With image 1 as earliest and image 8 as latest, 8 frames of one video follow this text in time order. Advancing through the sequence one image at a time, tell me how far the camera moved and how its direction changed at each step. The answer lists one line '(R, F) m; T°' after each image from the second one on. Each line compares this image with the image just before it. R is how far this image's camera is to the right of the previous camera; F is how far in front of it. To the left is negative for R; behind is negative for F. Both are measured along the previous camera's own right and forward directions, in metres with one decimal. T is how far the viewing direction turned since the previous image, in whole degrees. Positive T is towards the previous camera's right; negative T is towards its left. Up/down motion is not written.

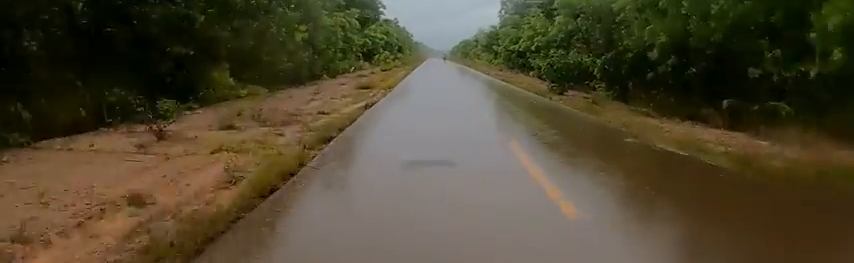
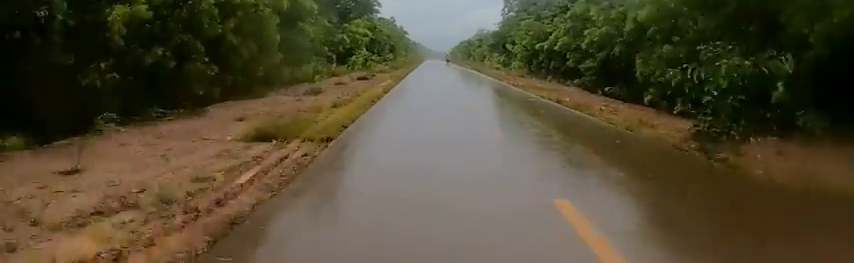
(+0.8, +11.0) m; +3°
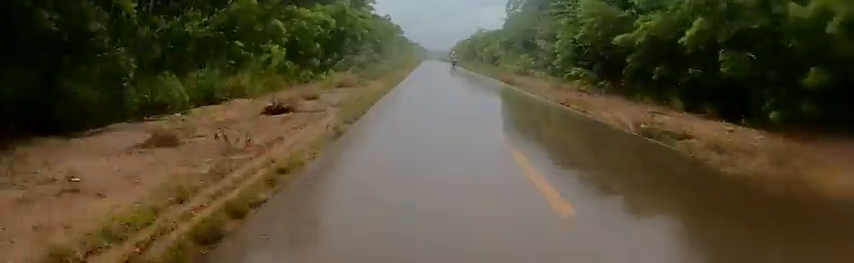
(+0.5, +13.2) m; -3°
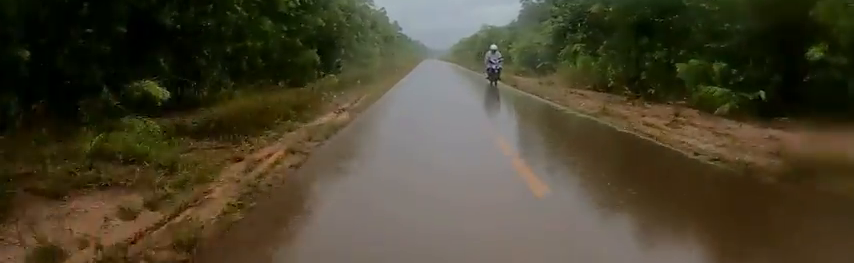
(-1.9, +24.0) m; -3°
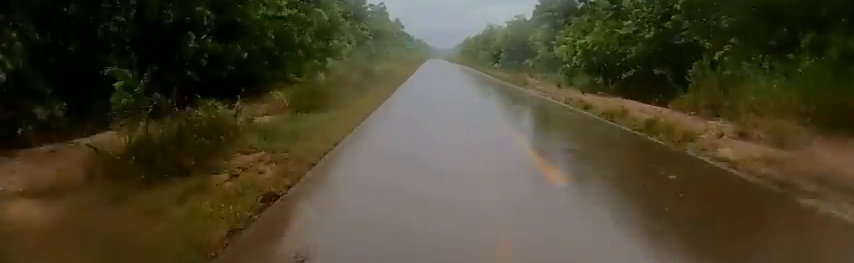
(0.0, +15.5) m; 0°
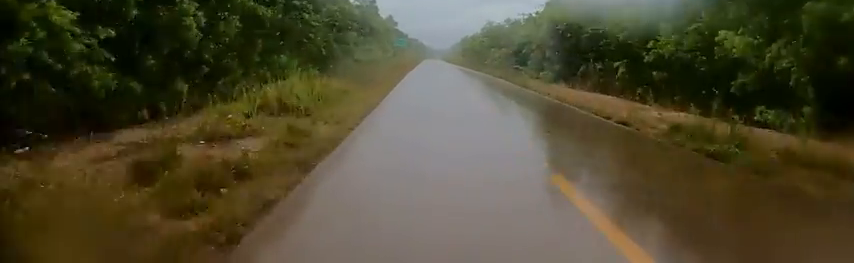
(0.0, +18.4) m; 0°
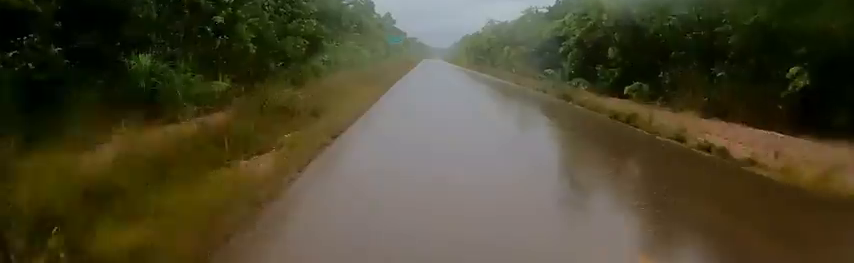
(0.0, +10.0) m; 0°
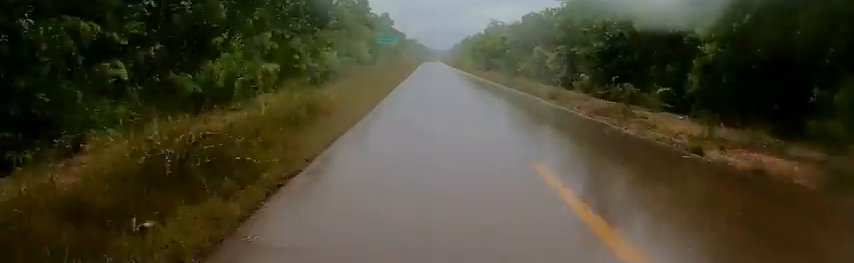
(0.0, +13.2) m; 0°
